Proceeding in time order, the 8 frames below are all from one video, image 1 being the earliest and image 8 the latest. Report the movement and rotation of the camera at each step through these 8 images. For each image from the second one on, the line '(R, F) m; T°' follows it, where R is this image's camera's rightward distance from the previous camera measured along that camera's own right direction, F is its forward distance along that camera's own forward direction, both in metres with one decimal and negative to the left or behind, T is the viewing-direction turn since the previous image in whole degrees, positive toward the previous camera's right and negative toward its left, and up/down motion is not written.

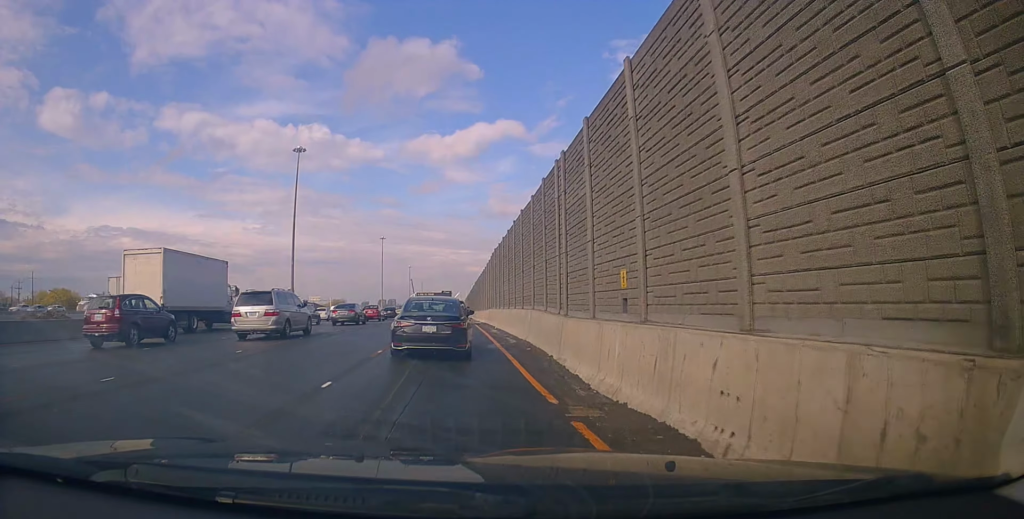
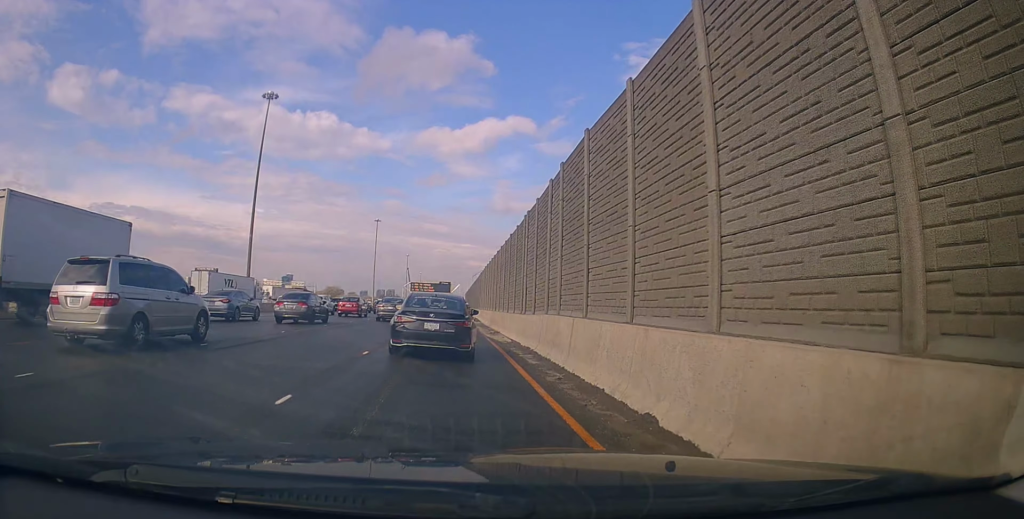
(-0.6, +26.0) m; -2°
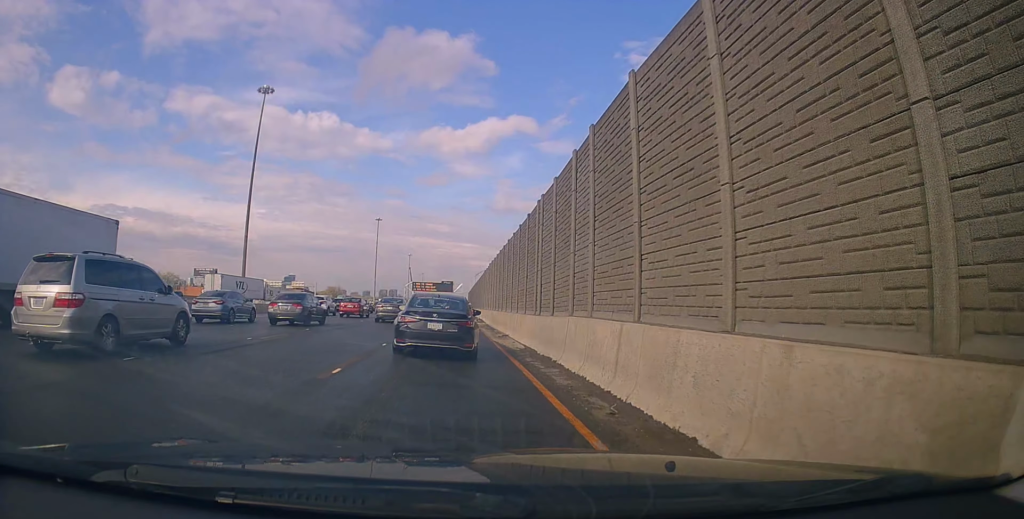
(-0.2, +3.5) m; -1°
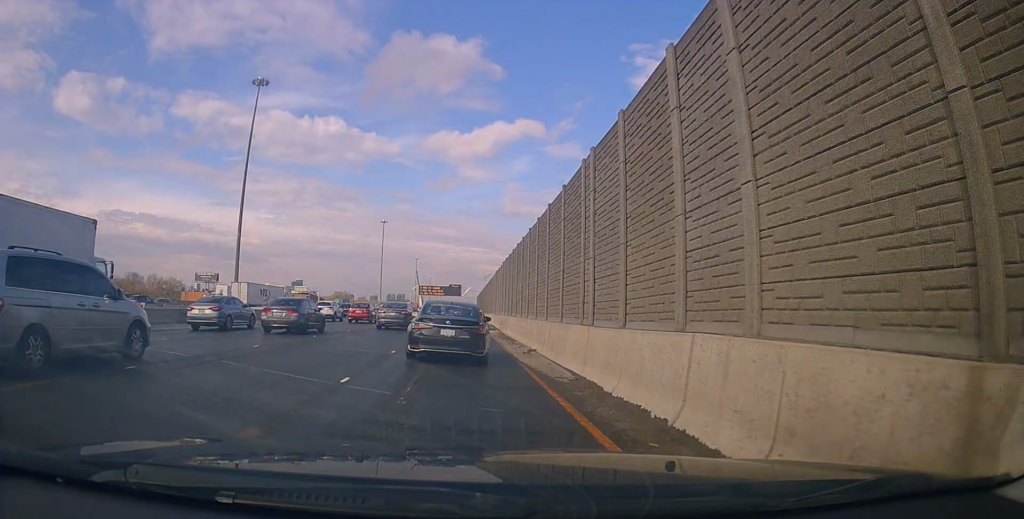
(+0.3, +6.4) m; +2°
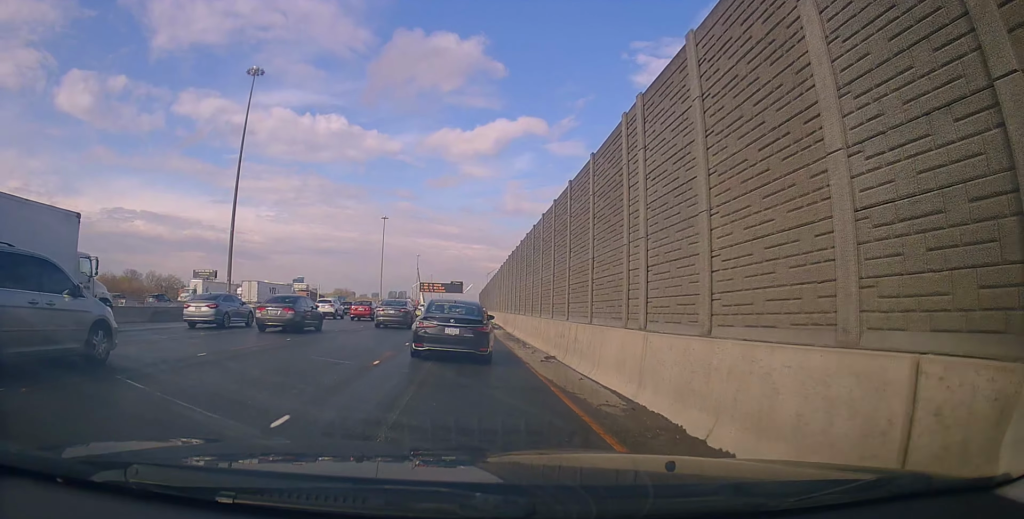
(-0.1, +3.5) m; 0°
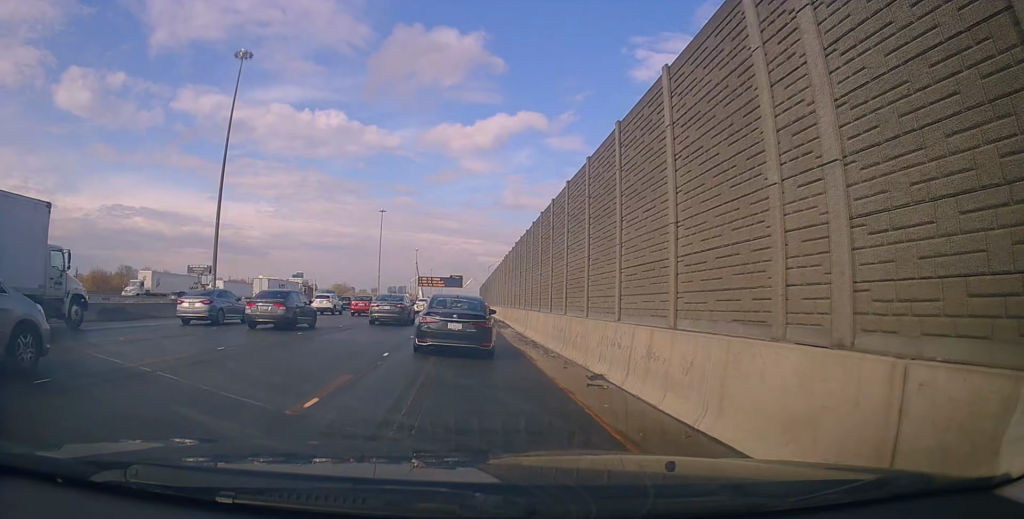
(-0.1, +5.0) m; -1°
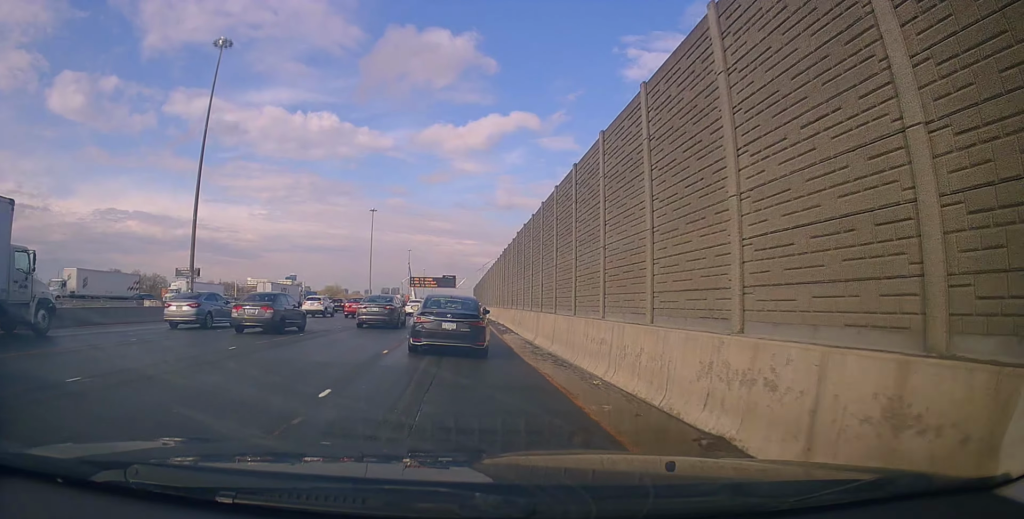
(0.0, +5.5) m; +3°
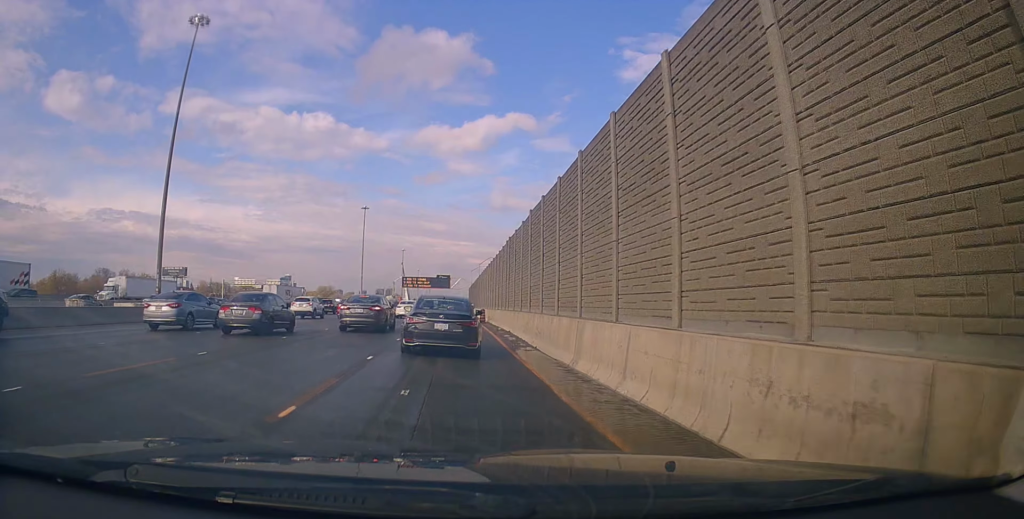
(+0.3, +7.3) m; 0°
